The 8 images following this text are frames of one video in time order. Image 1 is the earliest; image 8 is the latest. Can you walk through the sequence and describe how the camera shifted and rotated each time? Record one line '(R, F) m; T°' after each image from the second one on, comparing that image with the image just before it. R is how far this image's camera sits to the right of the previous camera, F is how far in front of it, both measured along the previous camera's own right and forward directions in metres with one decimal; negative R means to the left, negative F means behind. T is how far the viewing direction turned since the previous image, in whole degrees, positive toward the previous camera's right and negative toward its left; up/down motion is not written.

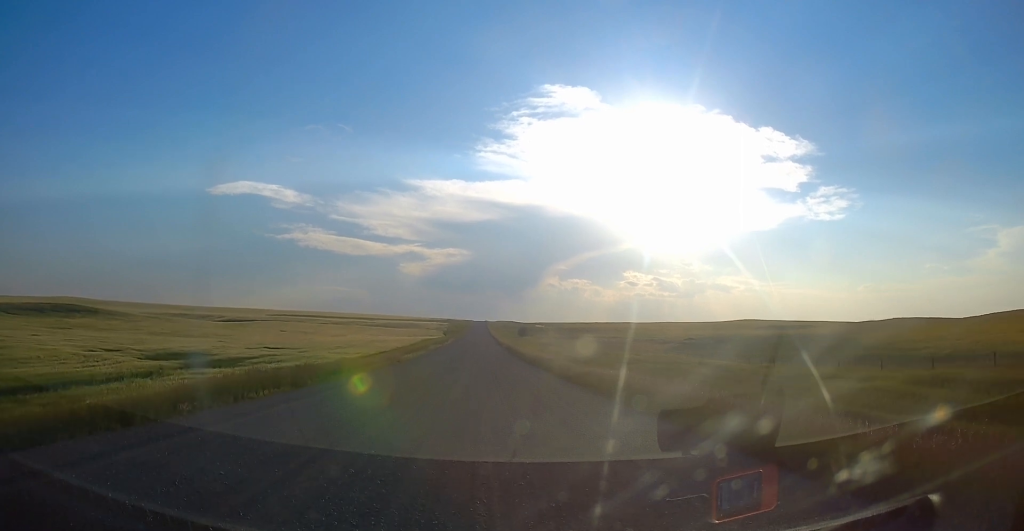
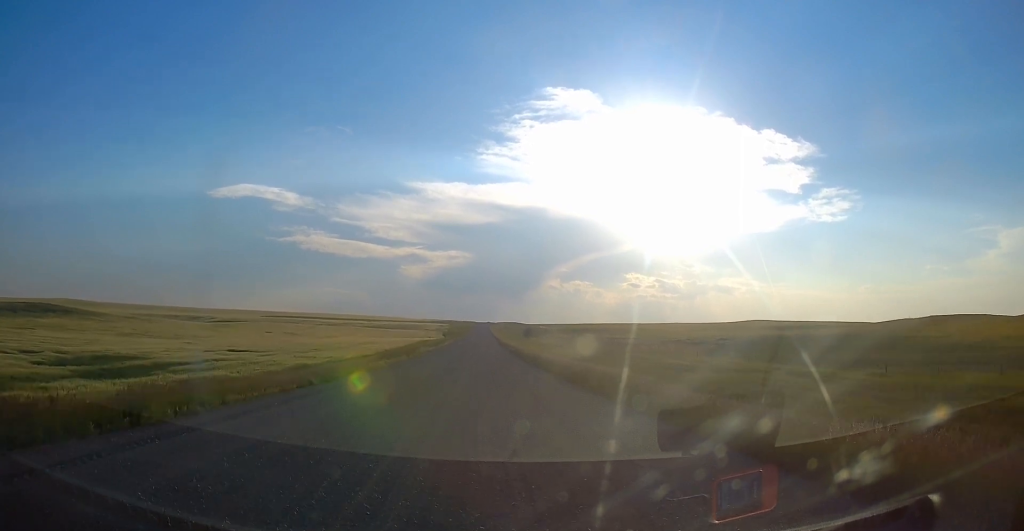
(0.0, +18.8) m; 0°
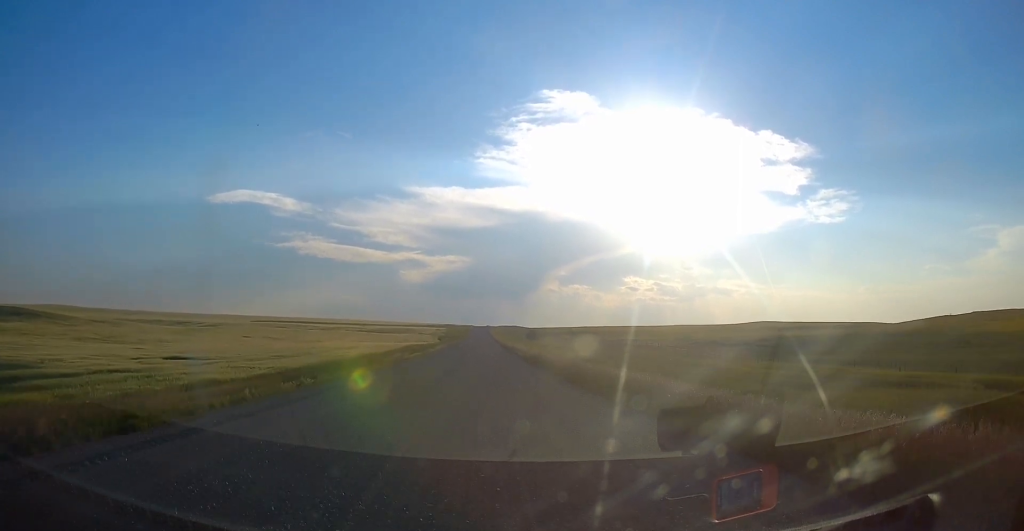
(0.0, +20.4) m; +1°
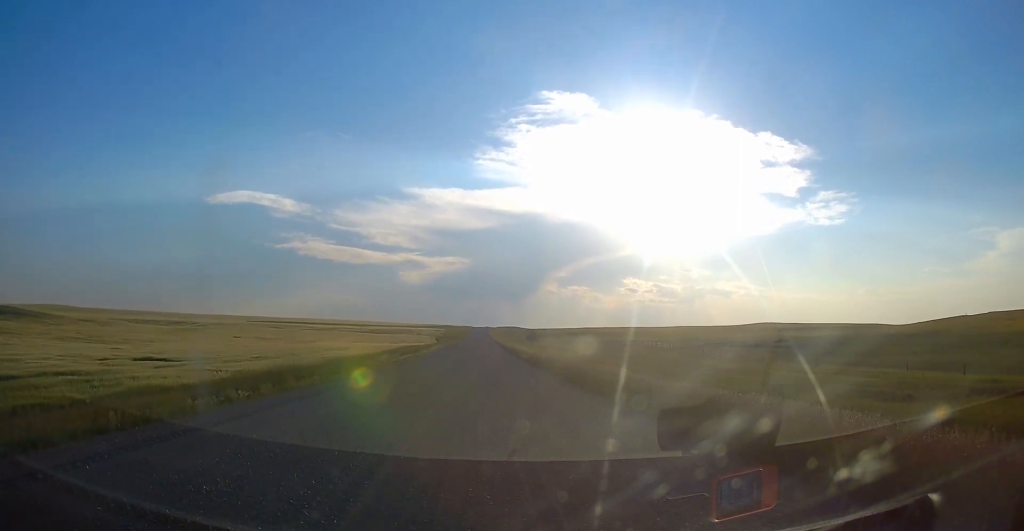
(0.0, +7.2) m; 0°
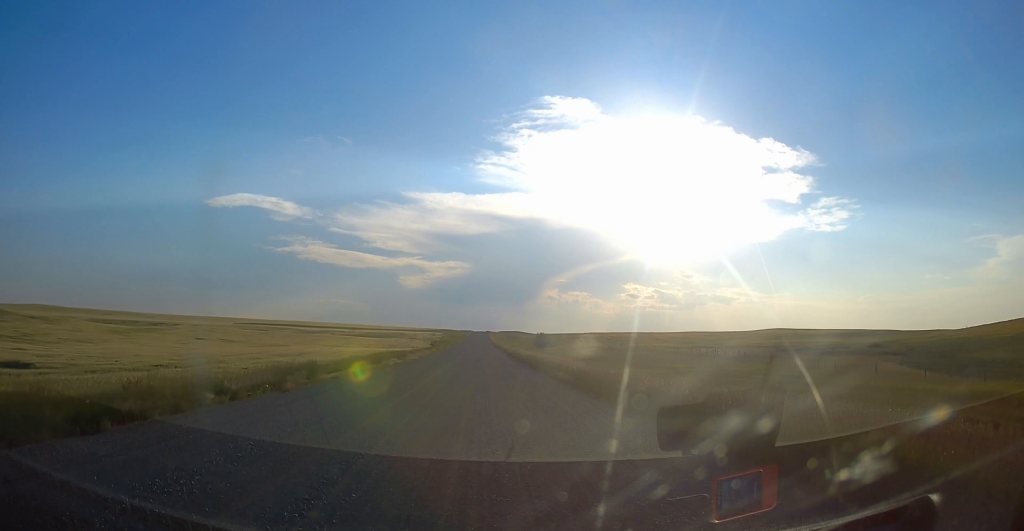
(0.0, +26.2) m; -1°
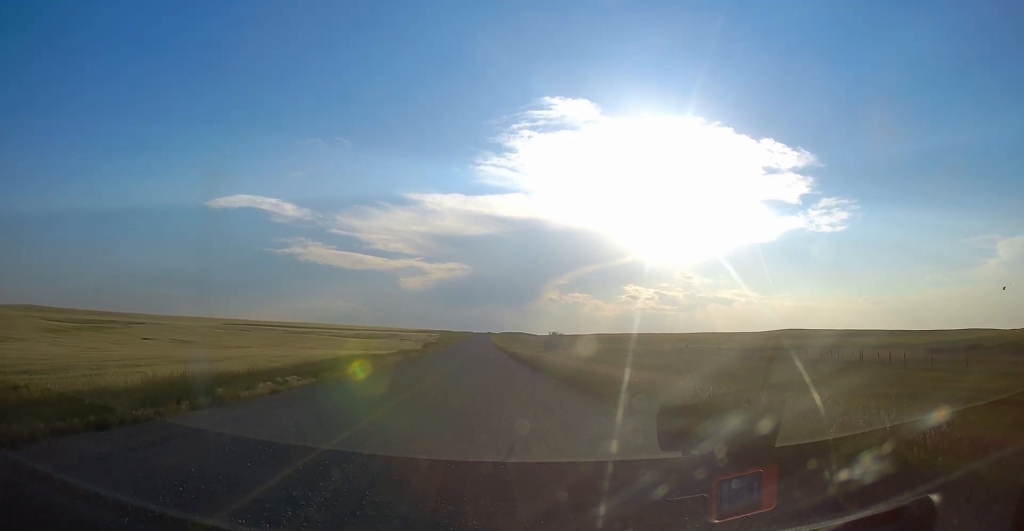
(-0.2, +28.2) m; 0°
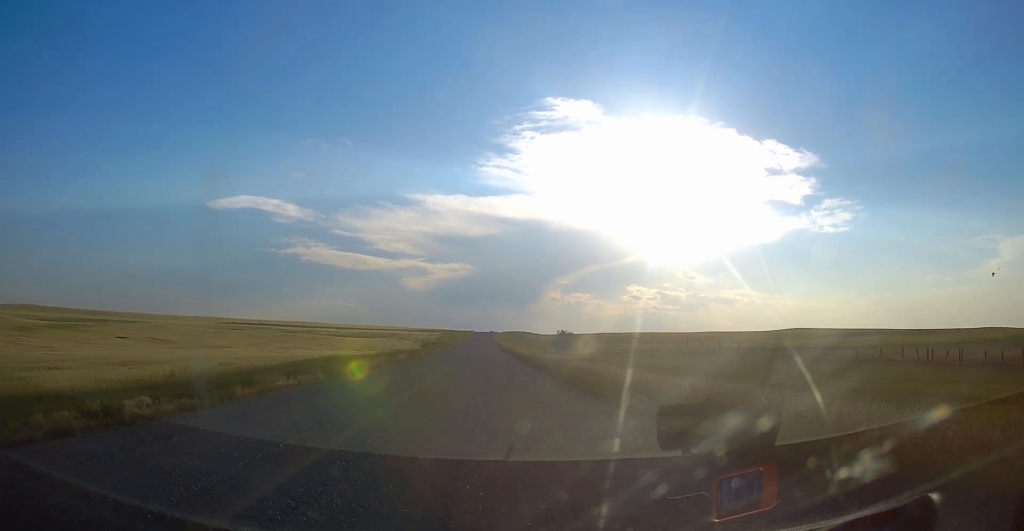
(0.0, +11.4) m; 0°
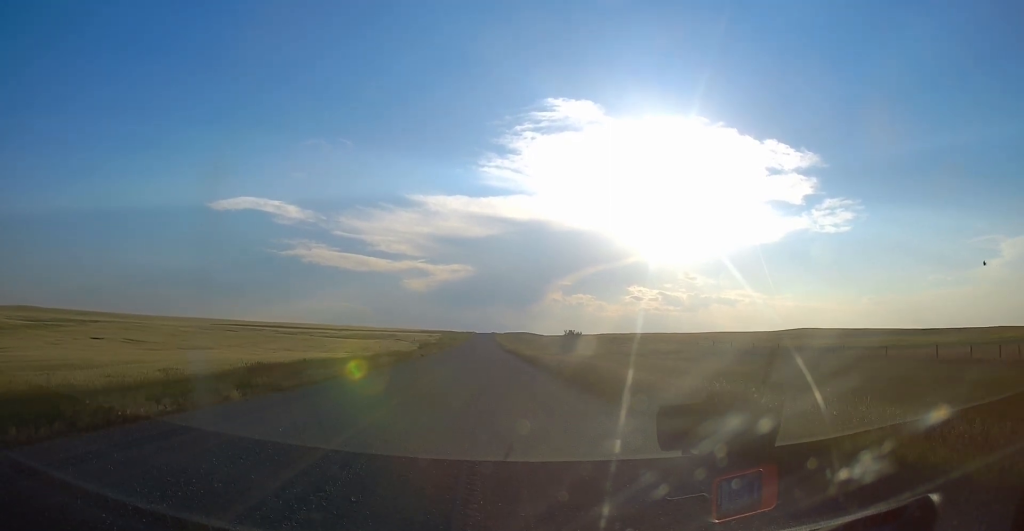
(0.0, +9.8) m; 0°
